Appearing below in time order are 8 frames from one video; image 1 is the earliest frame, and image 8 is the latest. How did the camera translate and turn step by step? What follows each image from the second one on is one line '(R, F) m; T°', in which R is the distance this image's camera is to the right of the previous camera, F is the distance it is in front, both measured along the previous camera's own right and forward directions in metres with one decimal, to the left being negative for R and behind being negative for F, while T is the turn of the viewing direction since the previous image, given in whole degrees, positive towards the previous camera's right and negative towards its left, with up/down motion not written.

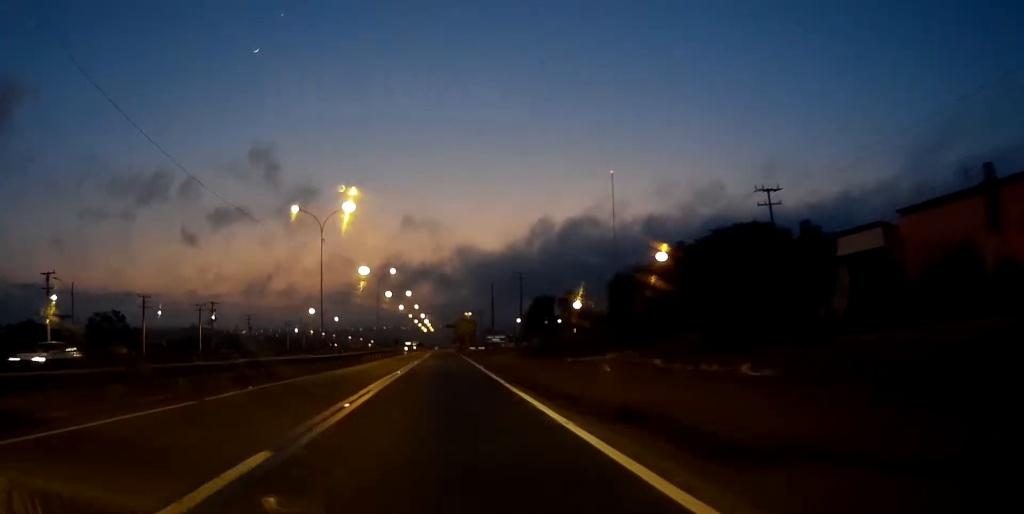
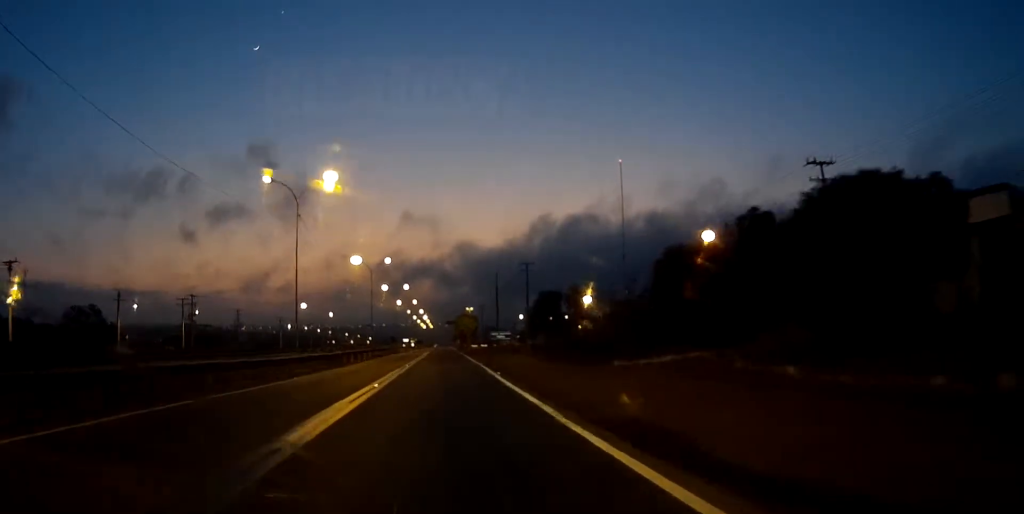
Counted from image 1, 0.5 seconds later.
(0.0, +9.6) m; 0°
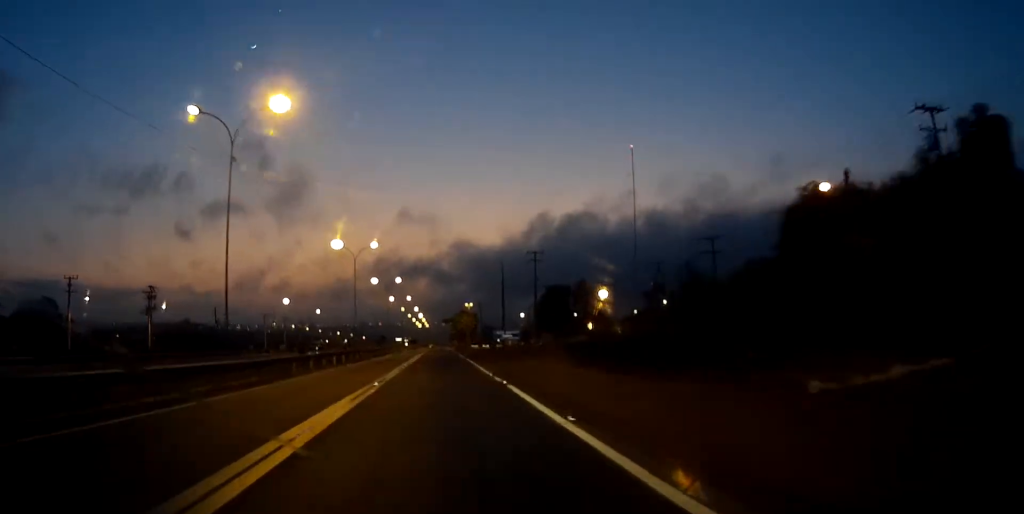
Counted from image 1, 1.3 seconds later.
(+0.1, +14.9) m; 0°
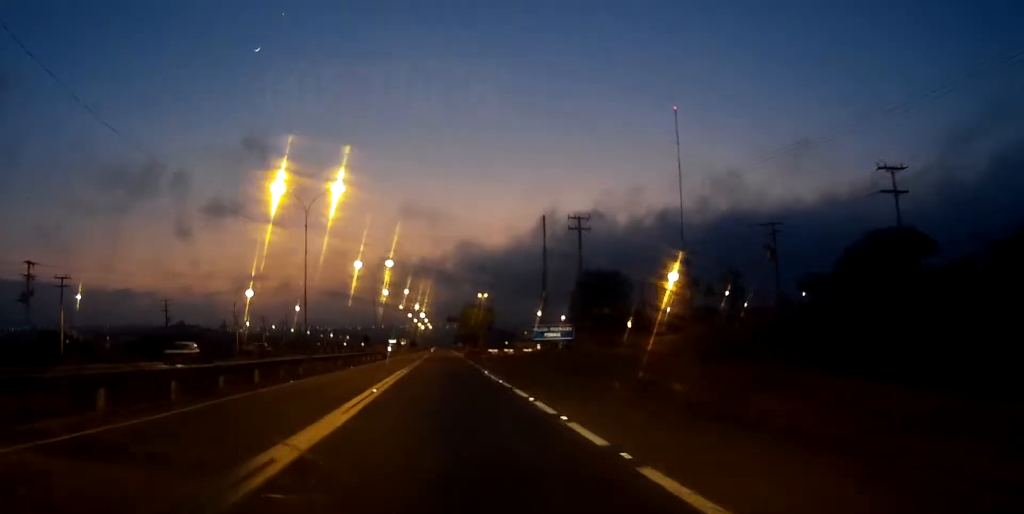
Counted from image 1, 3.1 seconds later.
(-0.1, +31.7) m; 0°
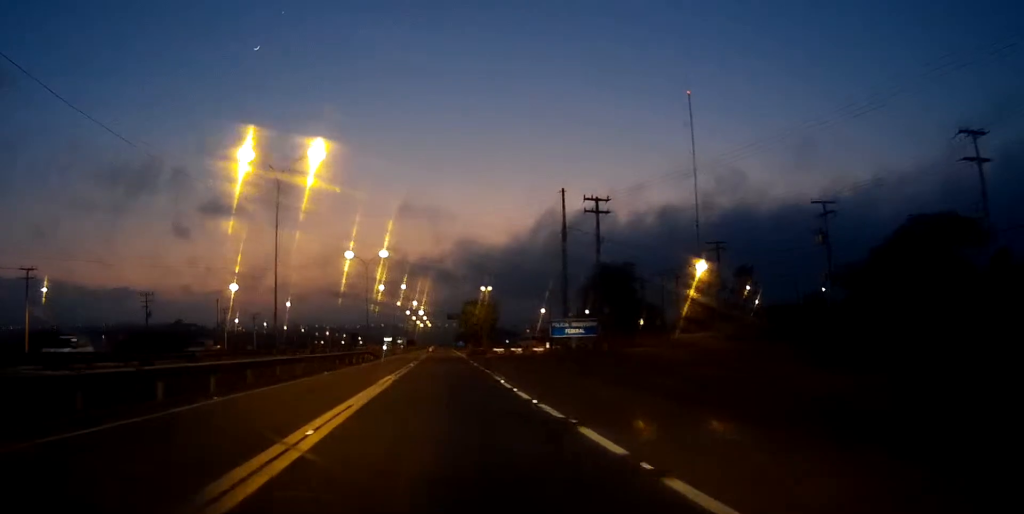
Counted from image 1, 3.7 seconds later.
(0.0, +8.8) m; 0°
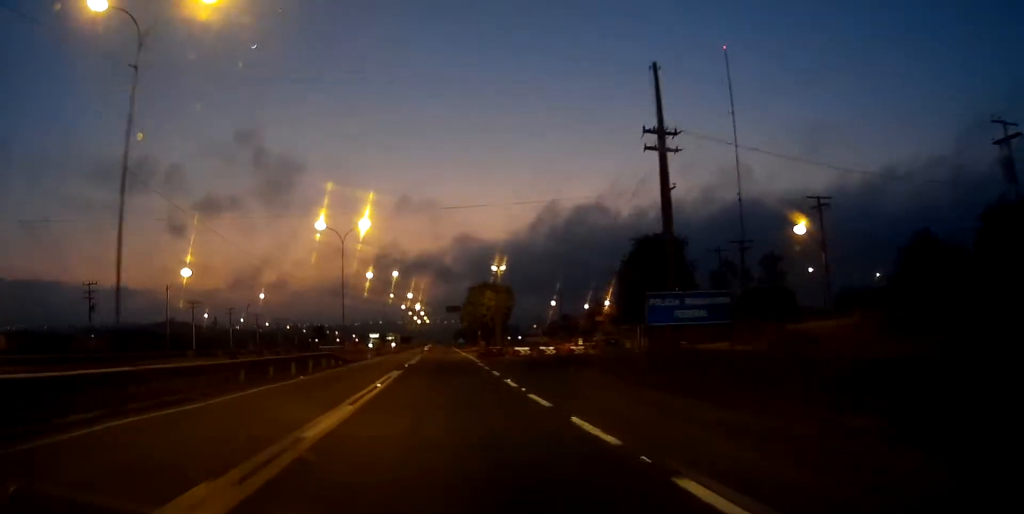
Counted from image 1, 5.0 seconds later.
(0.0, +20.8) m; 0°
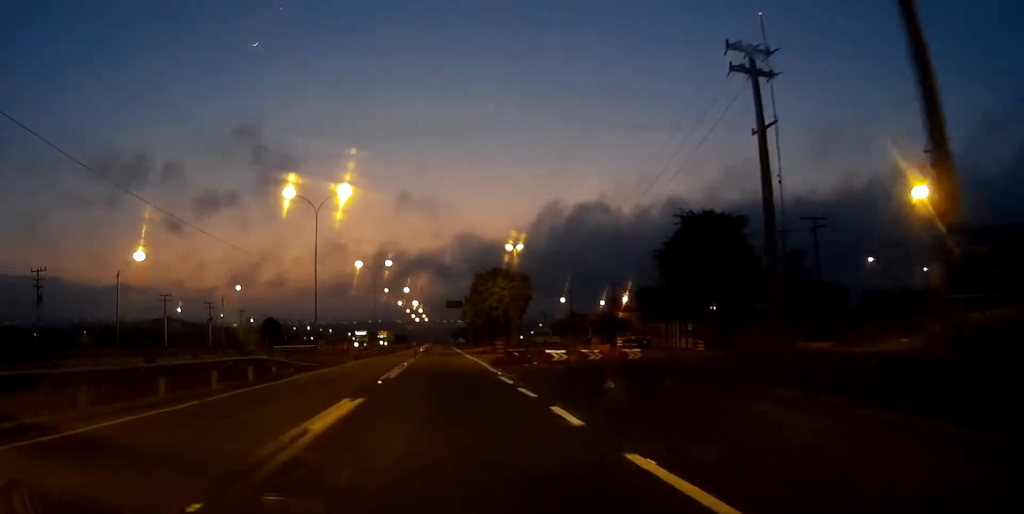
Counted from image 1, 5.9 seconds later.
(+0.1, +14.7) m; 0°
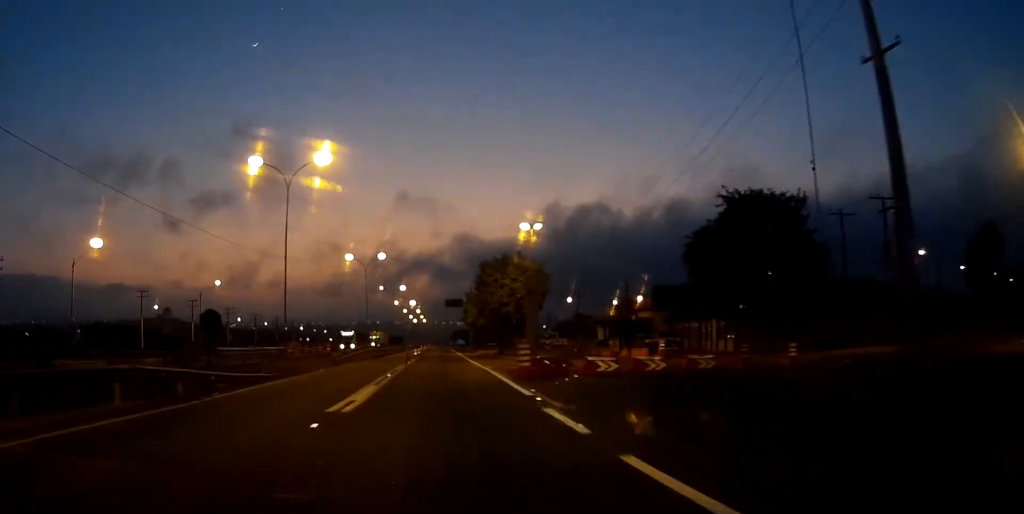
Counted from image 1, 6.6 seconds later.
(0.0, +10.3) m; 0°
